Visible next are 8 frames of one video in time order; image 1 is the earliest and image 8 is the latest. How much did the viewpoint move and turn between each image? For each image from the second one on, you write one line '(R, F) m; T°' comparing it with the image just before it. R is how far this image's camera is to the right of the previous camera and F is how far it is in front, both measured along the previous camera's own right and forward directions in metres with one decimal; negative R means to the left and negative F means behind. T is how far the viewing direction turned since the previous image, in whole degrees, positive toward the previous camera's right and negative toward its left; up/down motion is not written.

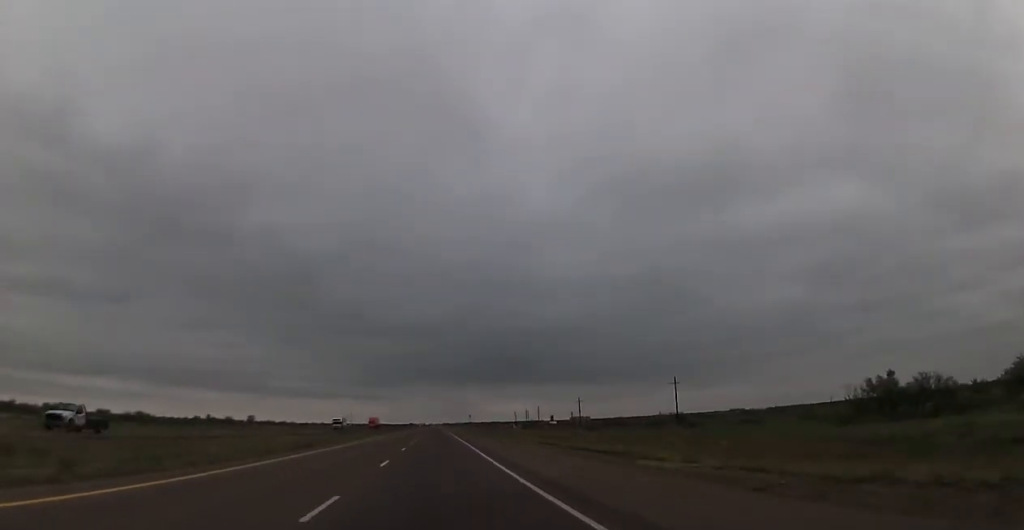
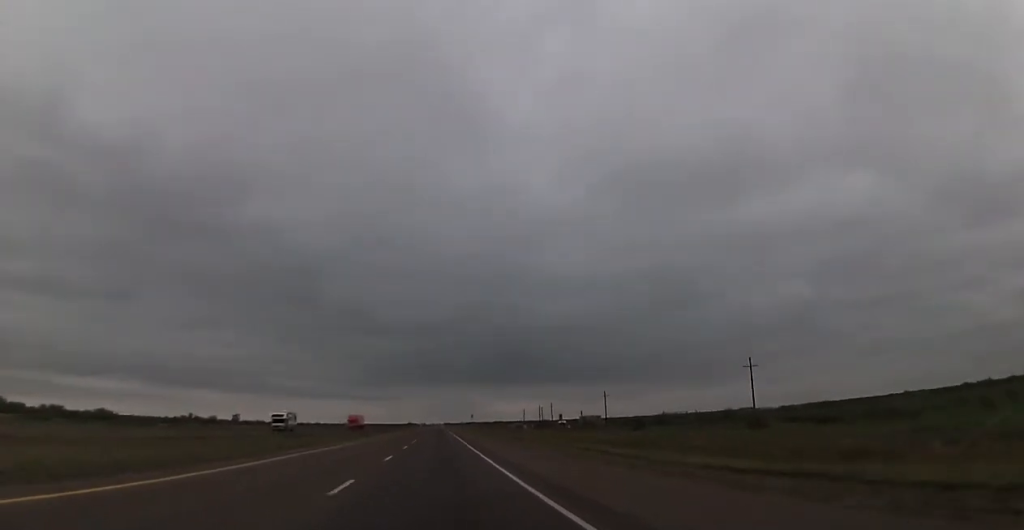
(-0.3, +33.1) m; -1°
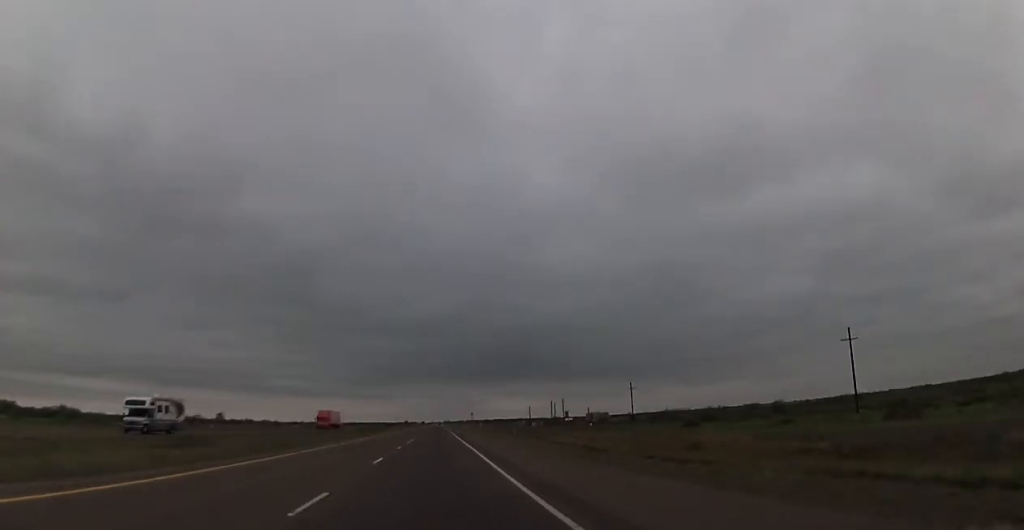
(-0.1, +27.0) m; 0°
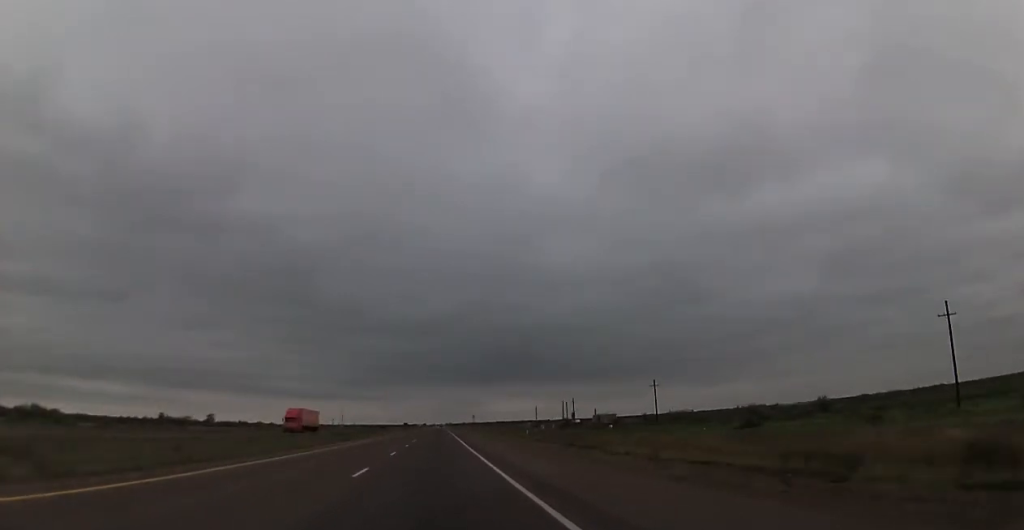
(0.0, +17.2) m; 0°
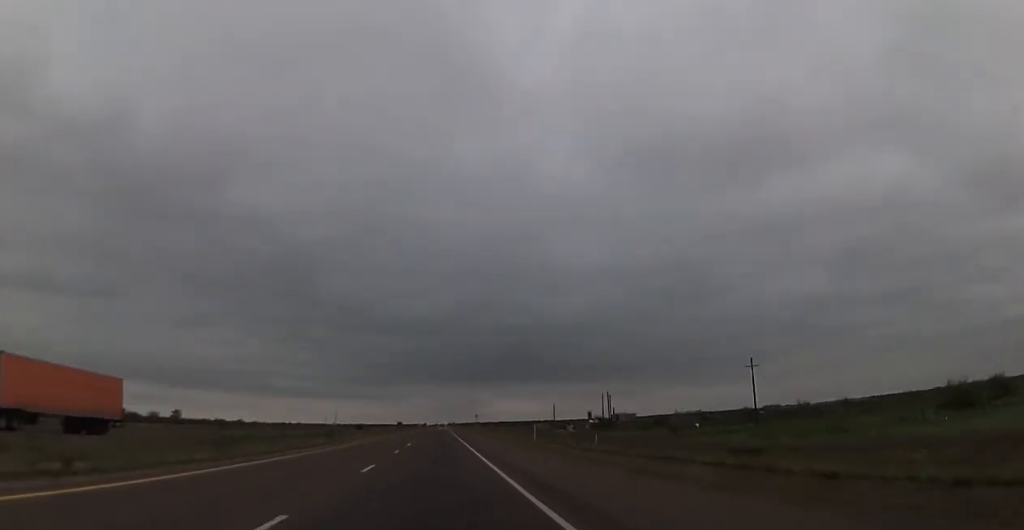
(0.0, +46.6) m; 0°
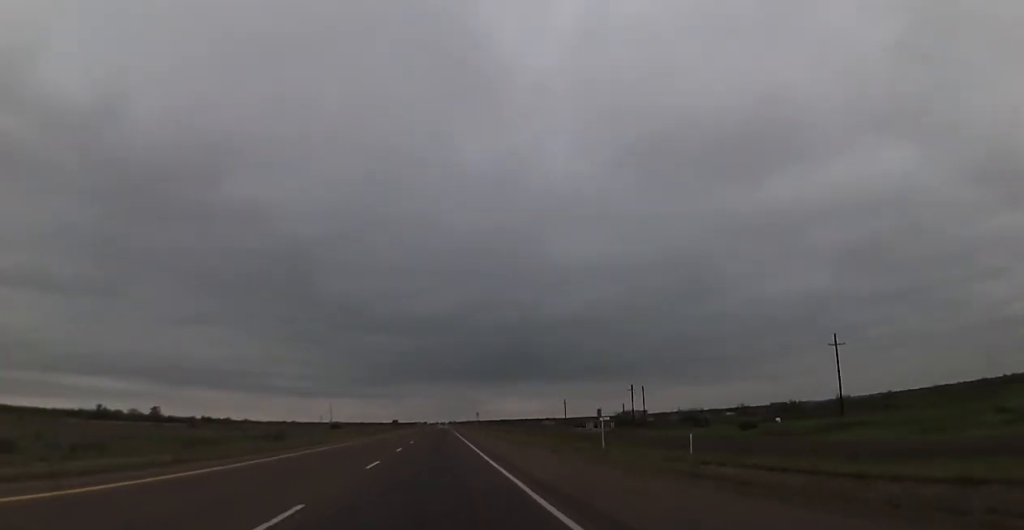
(0.0, +23.3) m; 0°
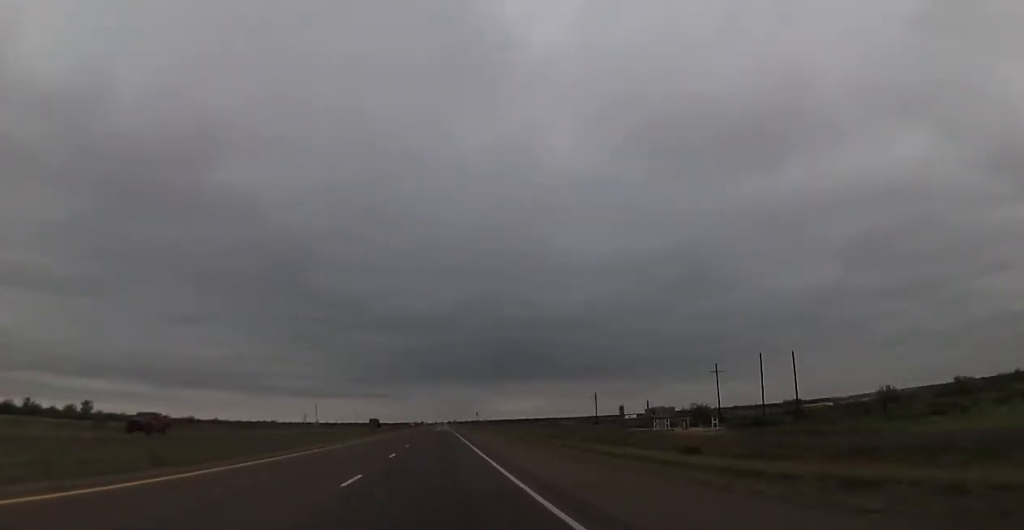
(-0.3, +53.9) m; -1°
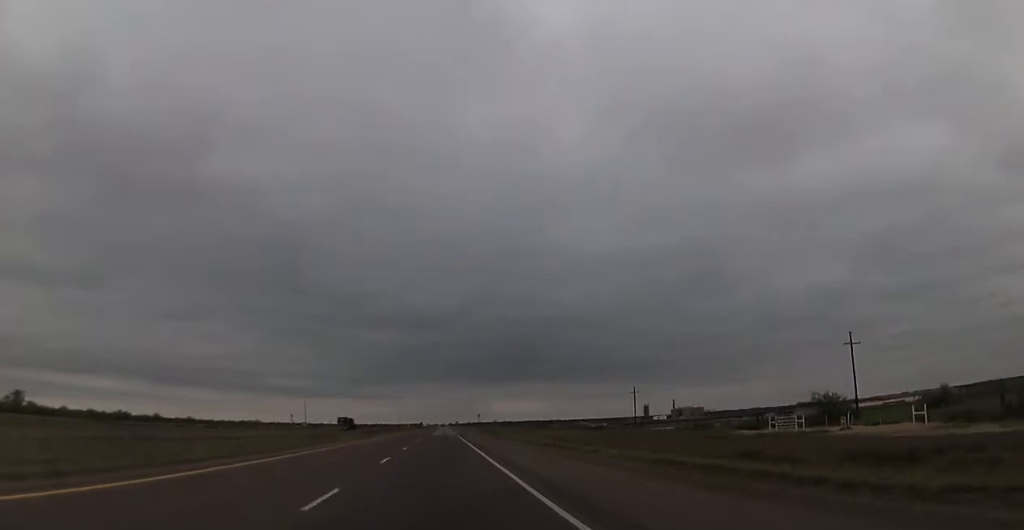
(-0.2, +40.4) m; 0°
